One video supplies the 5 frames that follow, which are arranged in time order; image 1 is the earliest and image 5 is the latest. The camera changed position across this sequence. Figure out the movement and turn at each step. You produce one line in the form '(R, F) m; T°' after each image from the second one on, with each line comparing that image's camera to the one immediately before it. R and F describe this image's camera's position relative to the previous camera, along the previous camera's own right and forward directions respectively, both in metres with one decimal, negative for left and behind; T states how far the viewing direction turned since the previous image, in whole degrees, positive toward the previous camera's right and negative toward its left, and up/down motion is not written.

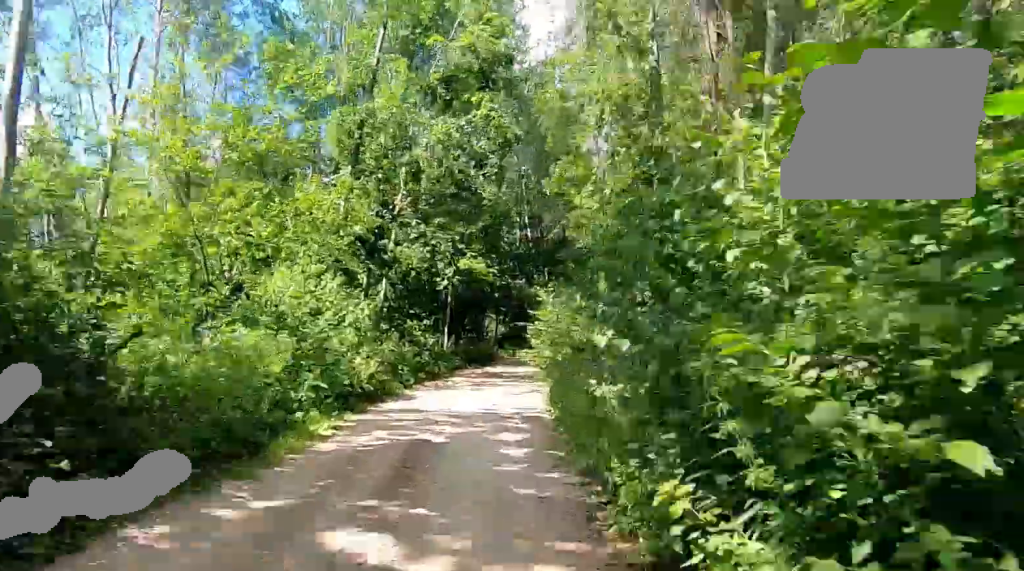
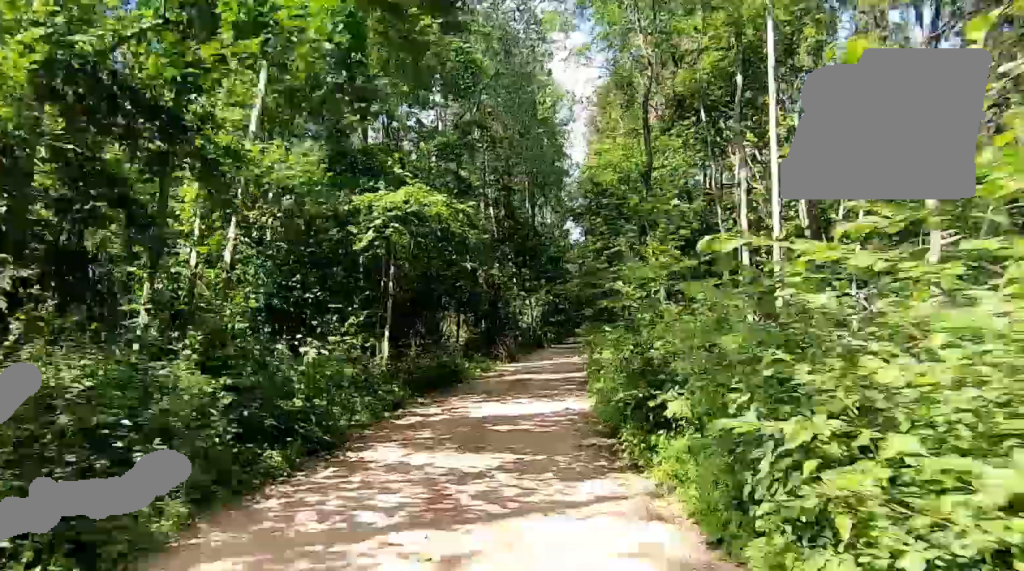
(+0.1, +13.6) m; +3°
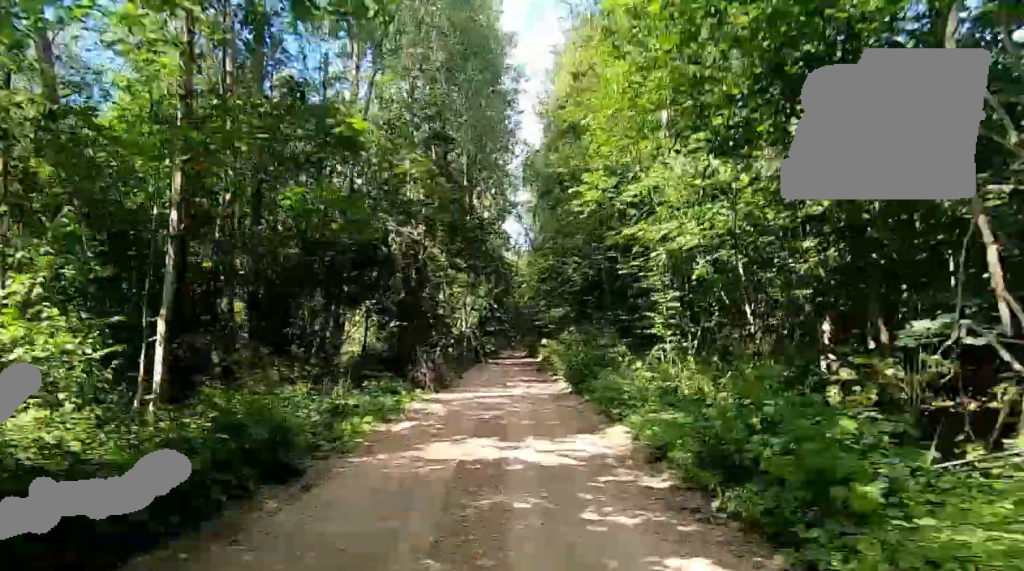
(+0.6, +14.9) m; +7°
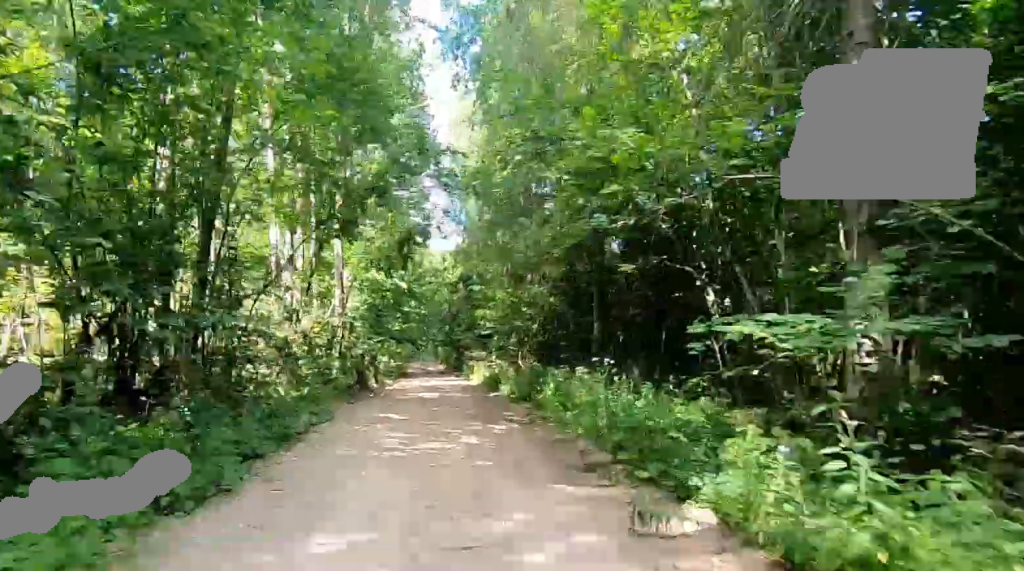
(+3.5, +26.8) m; +11°
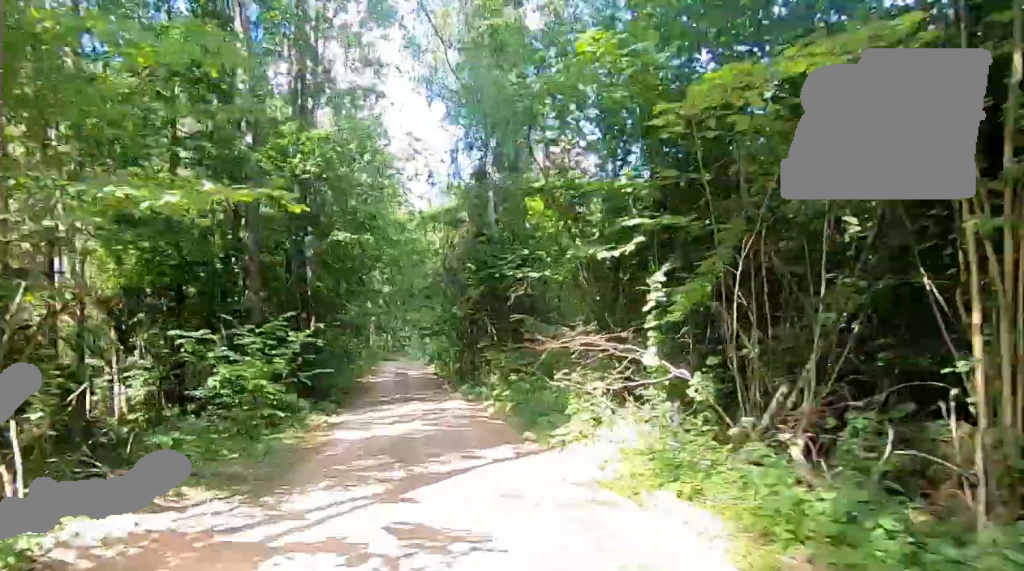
(+0.4, +27.2) m; +1°
